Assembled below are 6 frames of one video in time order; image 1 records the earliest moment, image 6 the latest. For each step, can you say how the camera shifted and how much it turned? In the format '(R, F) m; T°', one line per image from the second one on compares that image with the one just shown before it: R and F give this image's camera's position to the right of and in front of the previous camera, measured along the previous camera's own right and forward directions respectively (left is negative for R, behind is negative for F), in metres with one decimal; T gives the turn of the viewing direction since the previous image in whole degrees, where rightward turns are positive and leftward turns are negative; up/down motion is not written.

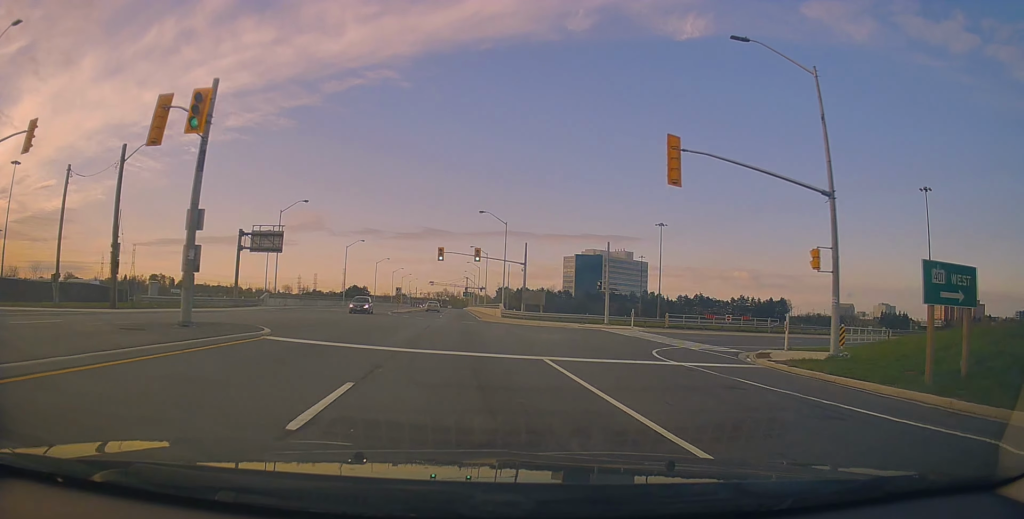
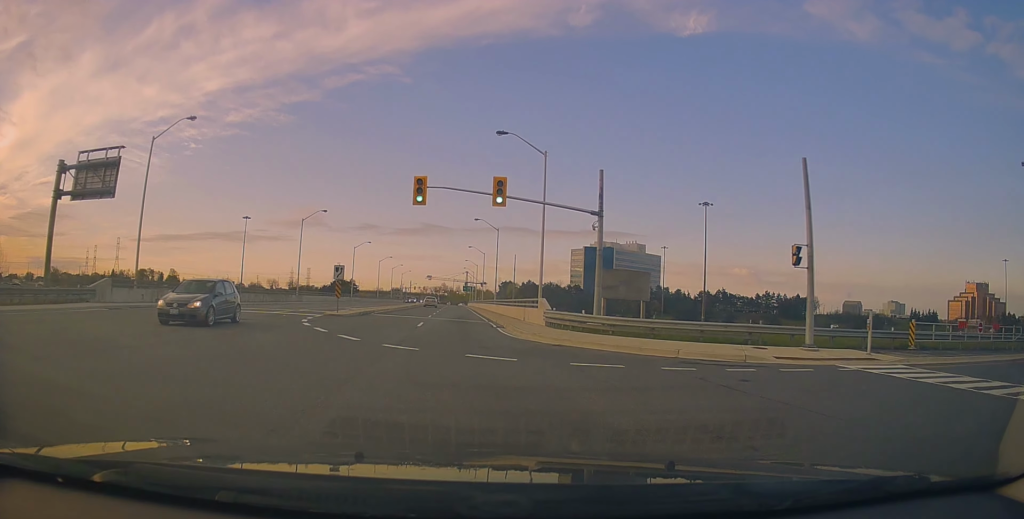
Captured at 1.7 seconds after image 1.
(-0.2, +29.5) m; -1°
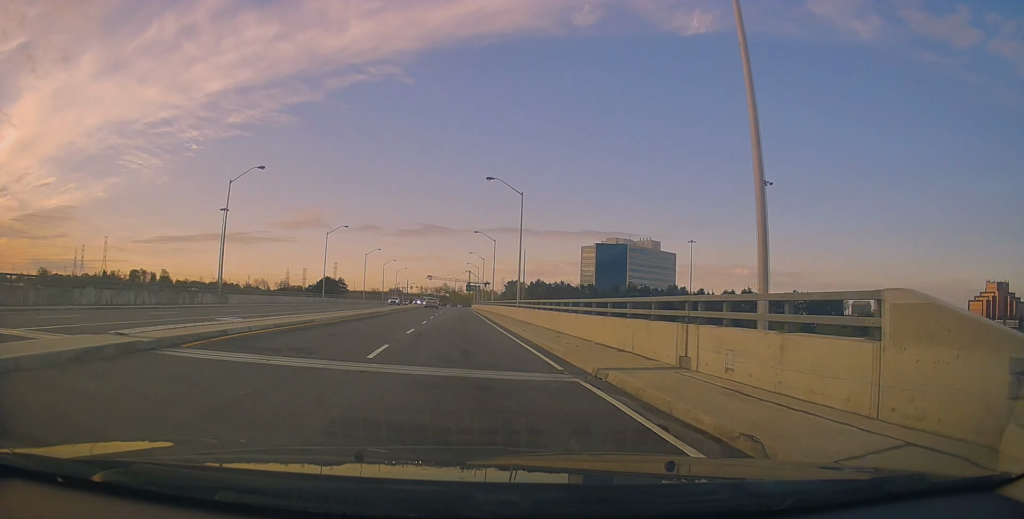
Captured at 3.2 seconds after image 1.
(+0.2, +25.8) m; +2°
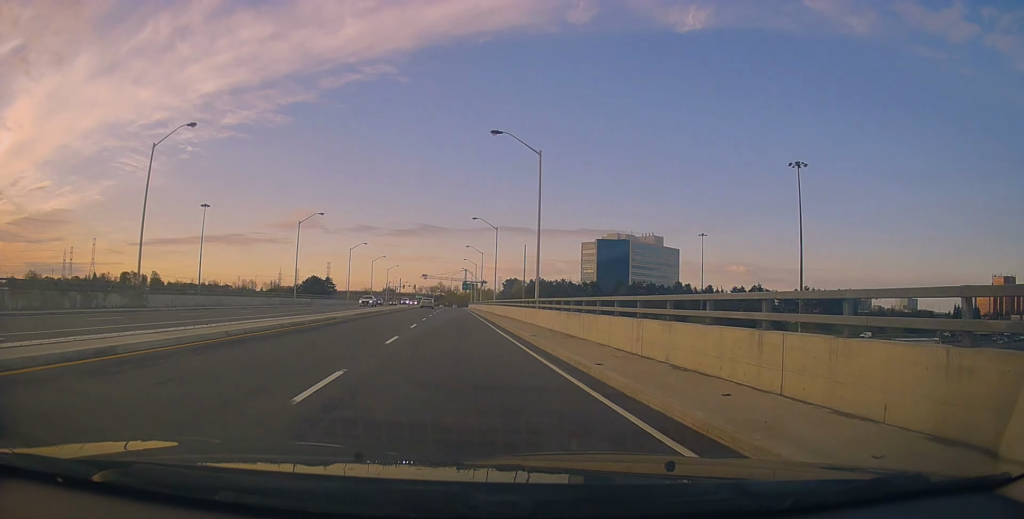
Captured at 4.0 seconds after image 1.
(+0.4, +13.2) m; -2°
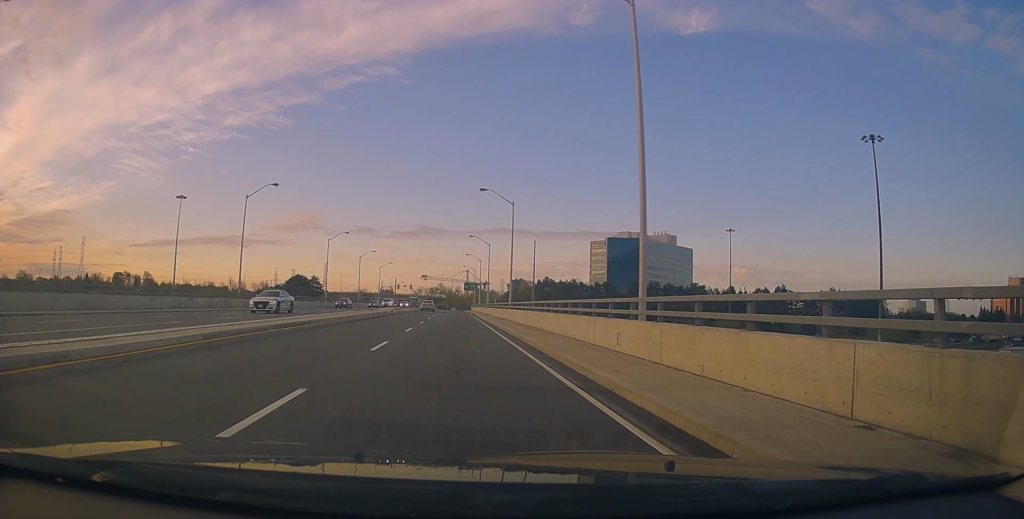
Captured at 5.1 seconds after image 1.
(-1.0, +19.6) m; -1°
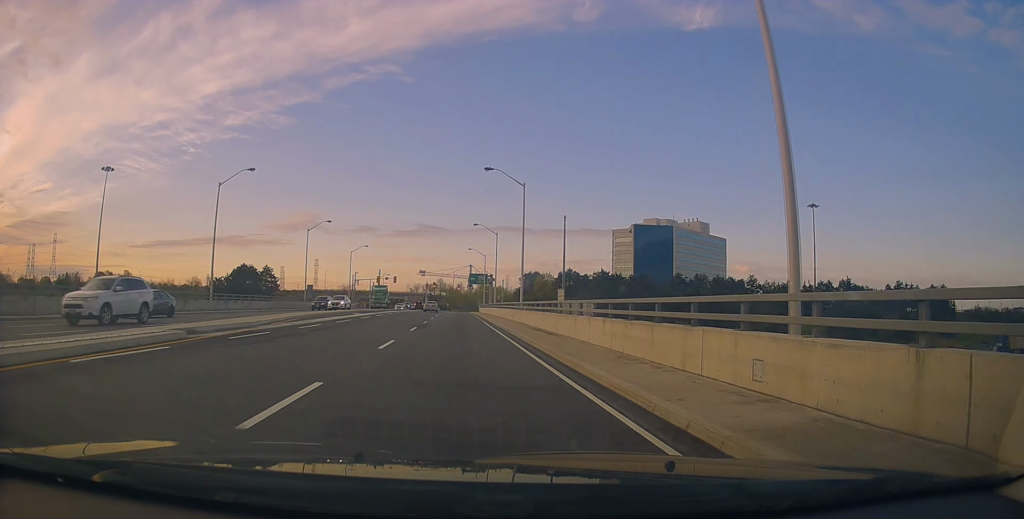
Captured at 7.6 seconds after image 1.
(+1.5, +43.6) m; +2°
